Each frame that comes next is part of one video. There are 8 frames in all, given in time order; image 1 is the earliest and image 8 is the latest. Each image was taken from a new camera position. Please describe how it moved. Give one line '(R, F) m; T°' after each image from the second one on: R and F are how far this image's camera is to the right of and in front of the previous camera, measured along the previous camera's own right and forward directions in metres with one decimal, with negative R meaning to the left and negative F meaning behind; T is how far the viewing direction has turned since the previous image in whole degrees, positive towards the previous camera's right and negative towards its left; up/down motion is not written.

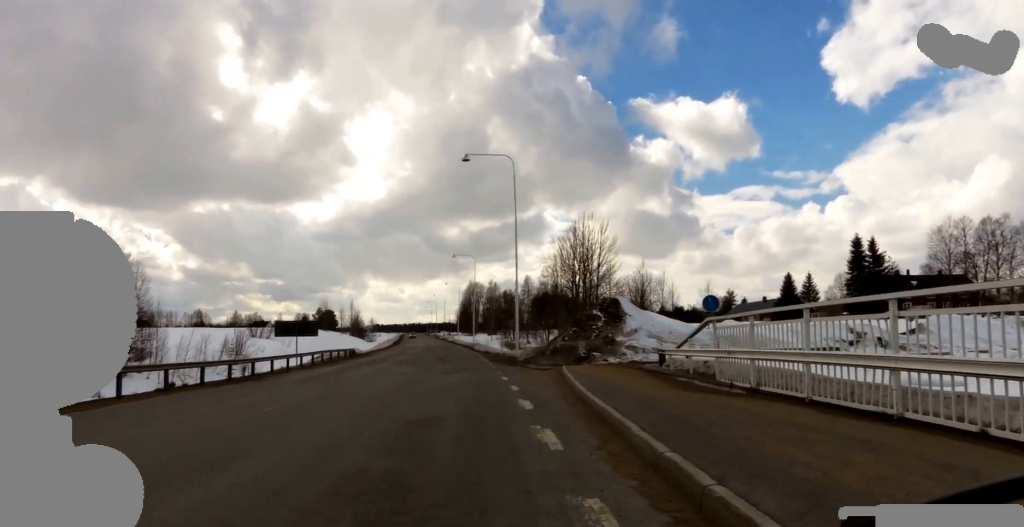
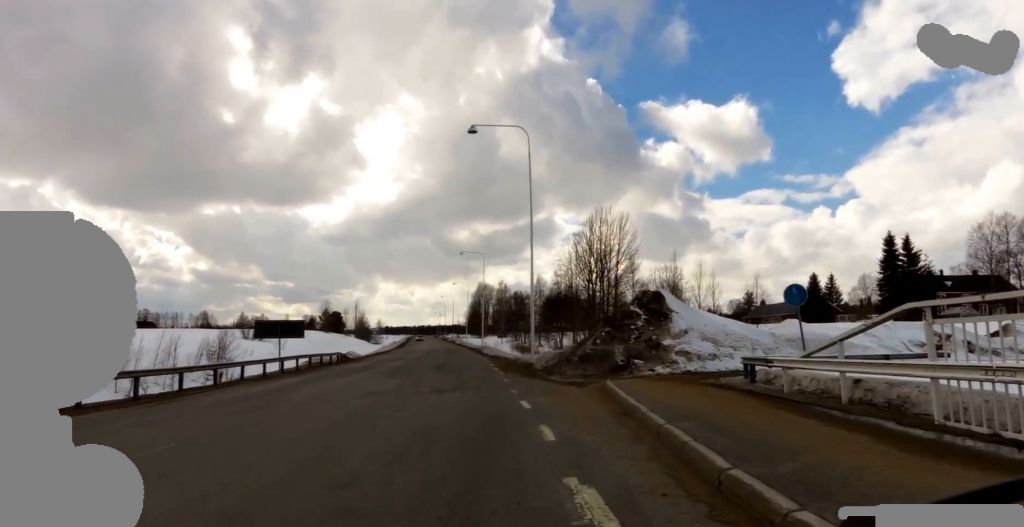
(-0.2, +5.6) m; -4°
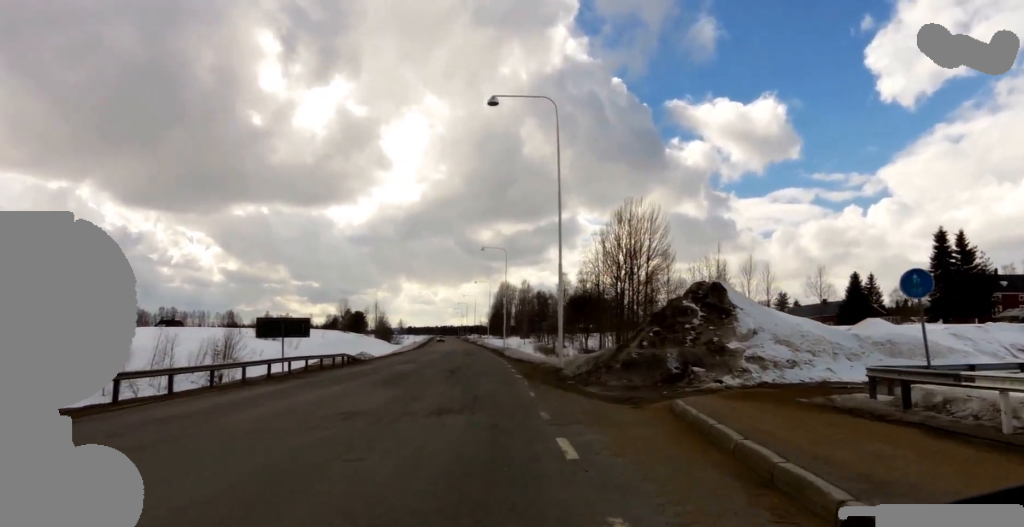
(-0.1, +3.9) m; -1°
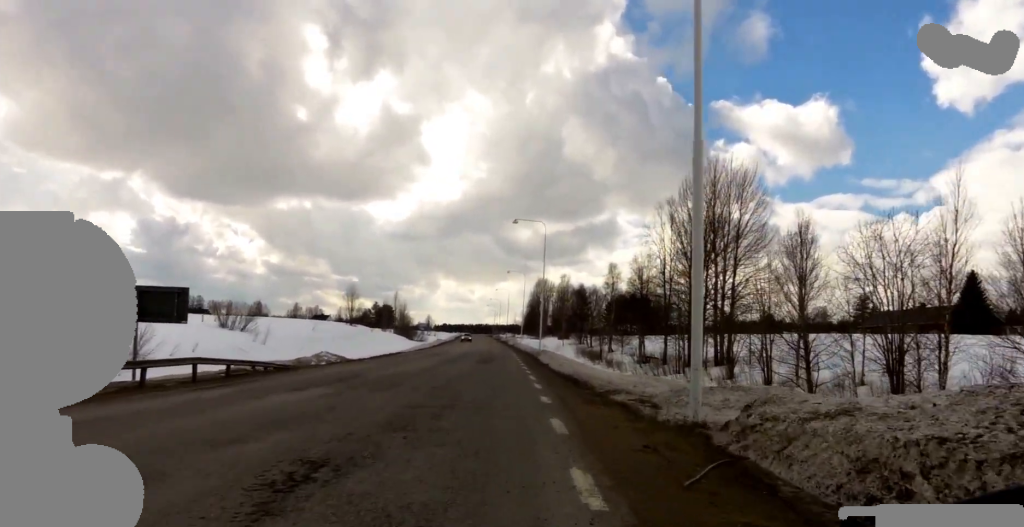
(+0.2, +16.6) m; +2°
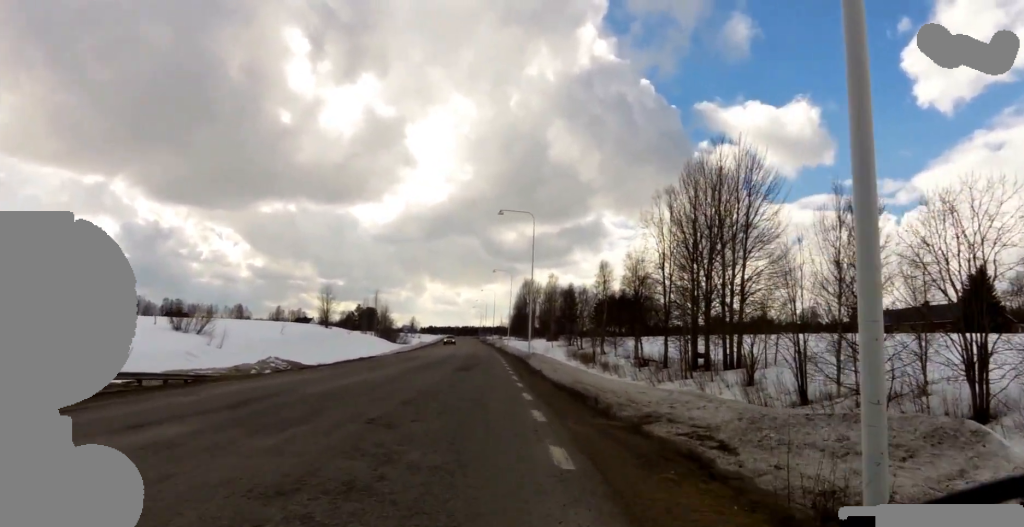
(0.0, +4.8) m; 0°
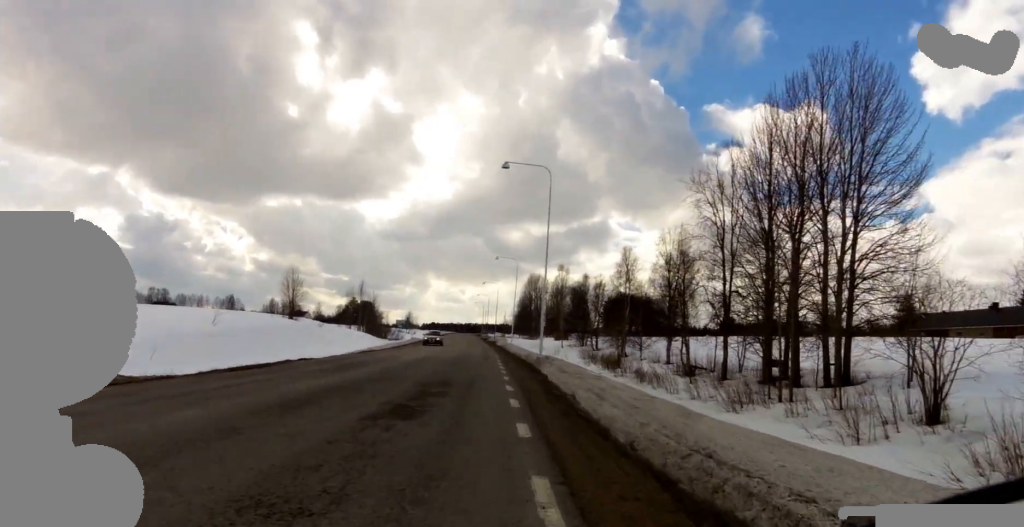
(-0.3, +13.4) m; -3°
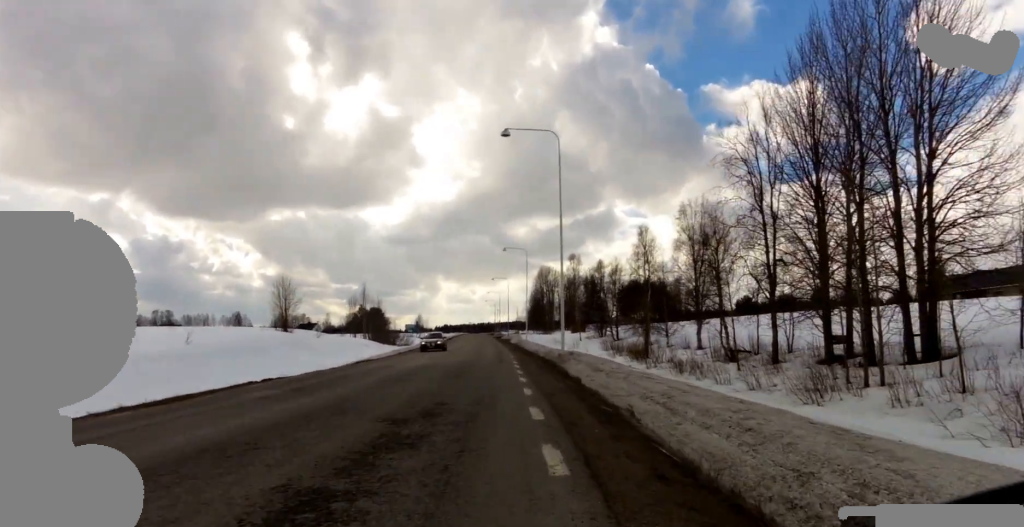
(-0.2, +5.2) m; 0°
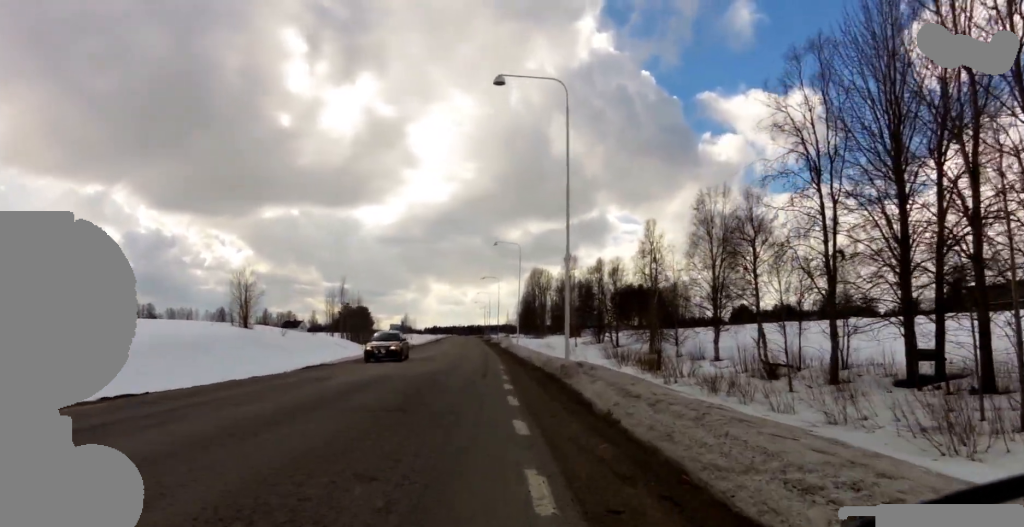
(+0.2, +6.8) m; -1°
